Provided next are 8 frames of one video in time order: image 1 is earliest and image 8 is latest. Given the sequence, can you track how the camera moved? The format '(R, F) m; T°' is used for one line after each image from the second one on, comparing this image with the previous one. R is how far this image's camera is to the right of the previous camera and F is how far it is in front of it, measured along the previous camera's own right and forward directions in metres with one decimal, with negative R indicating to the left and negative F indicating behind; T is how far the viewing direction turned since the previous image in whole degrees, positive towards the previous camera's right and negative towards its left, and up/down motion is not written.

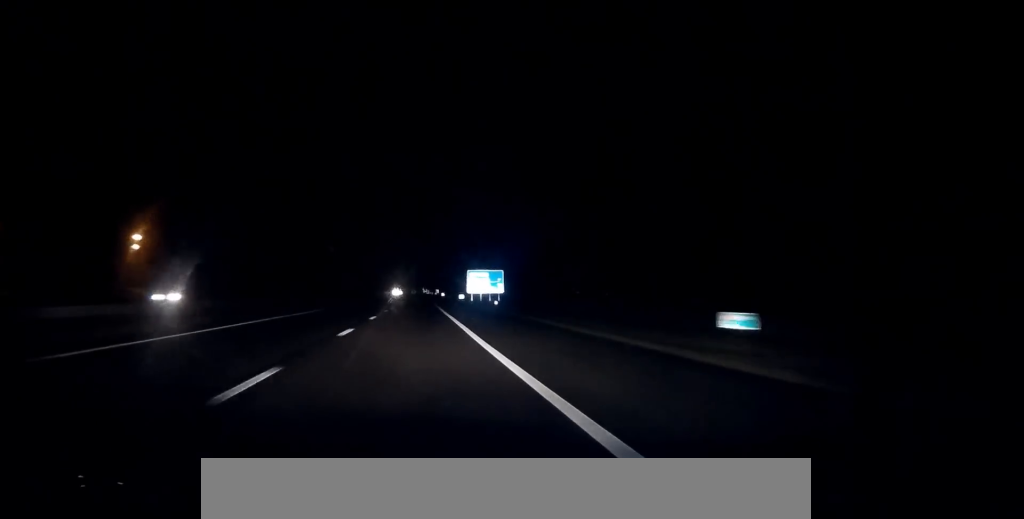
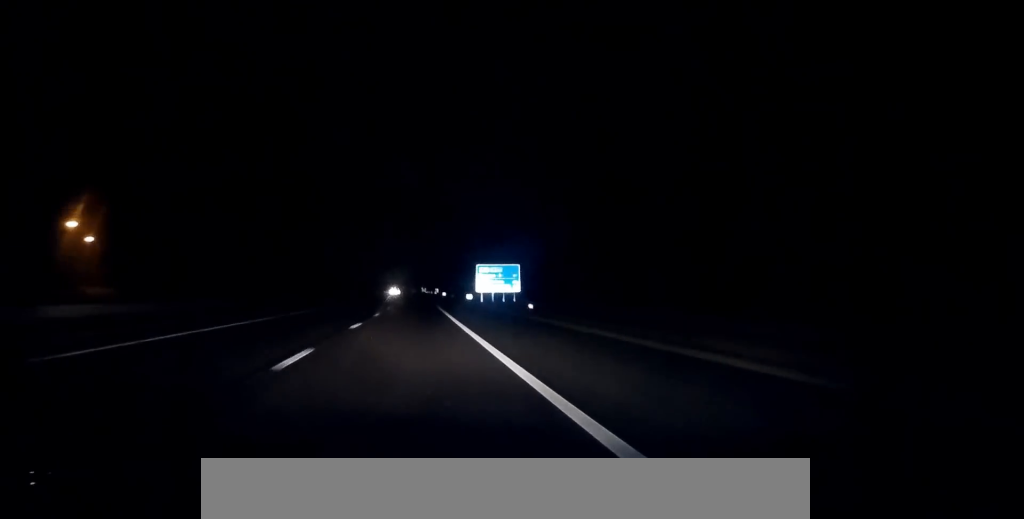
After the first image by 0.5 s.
(0.0, +20.3) m; 0°
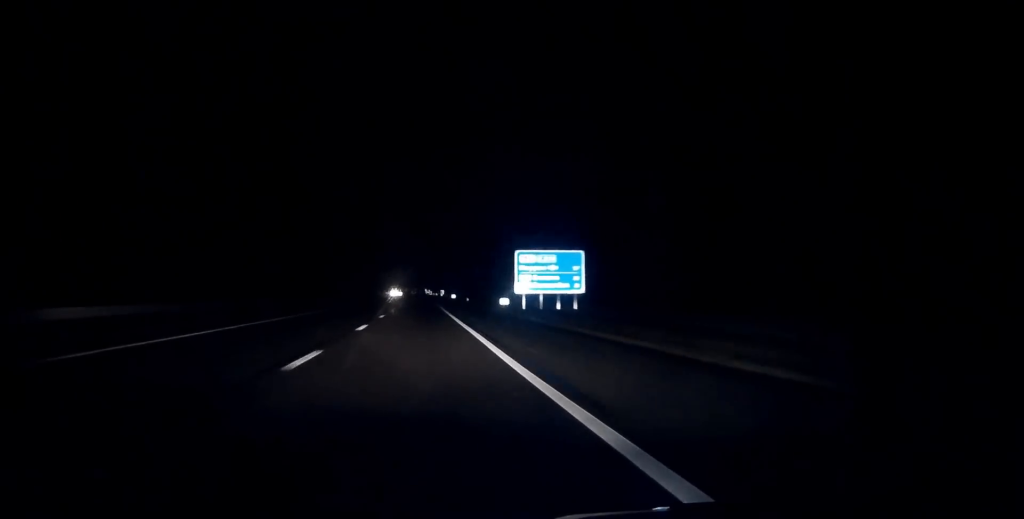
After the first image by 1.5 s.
(-0.1, +35.4) m; 0°
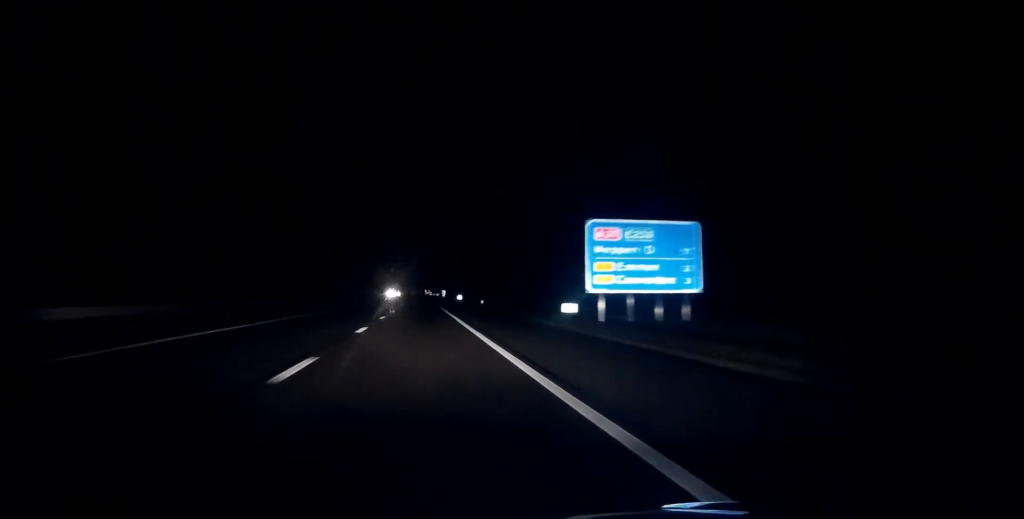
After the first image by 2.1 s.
(+0.1, +25.3) m; 0°
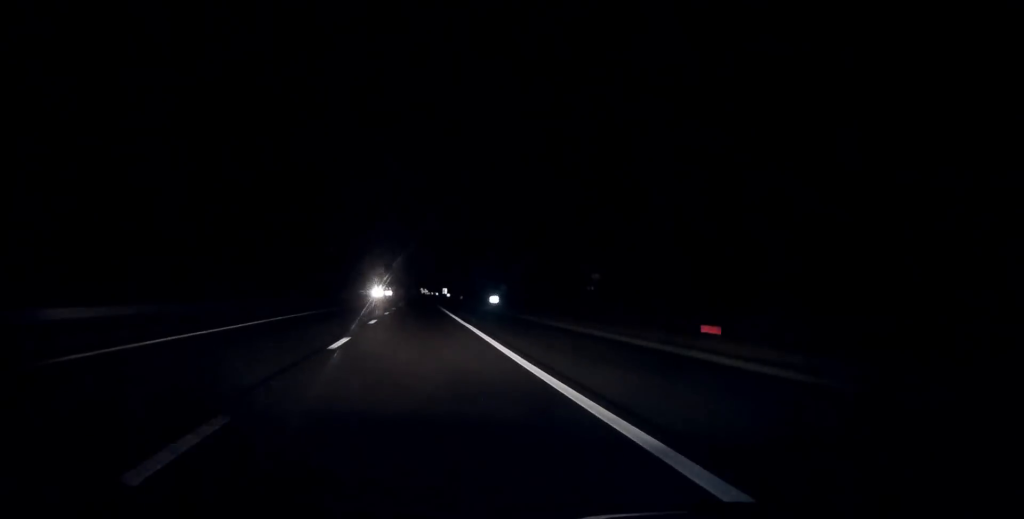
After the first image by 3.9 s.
(+0.2, +65.8) m; 0°
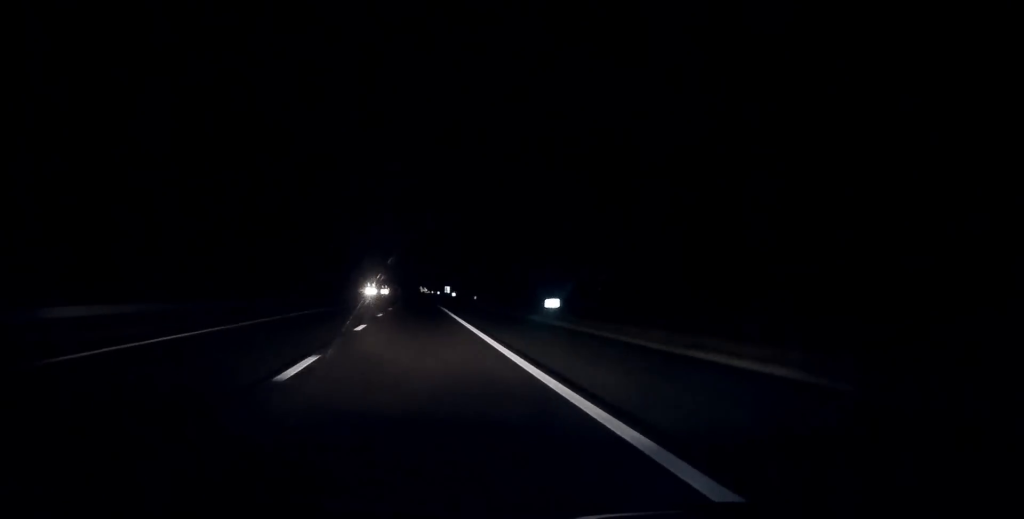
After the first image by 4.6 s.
(0.0, +29.1) m; 0°
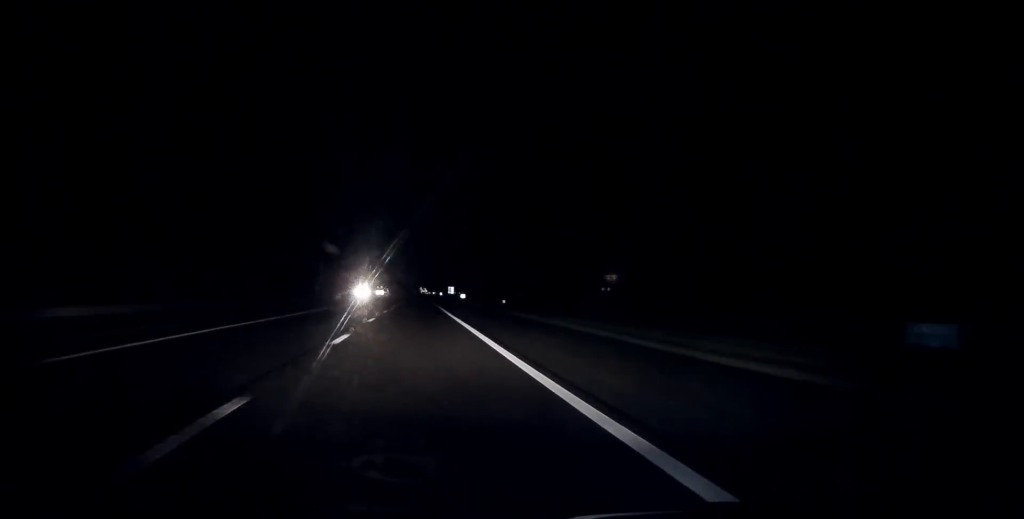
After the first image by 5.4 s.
(-0.1, +29.1) m; 0°
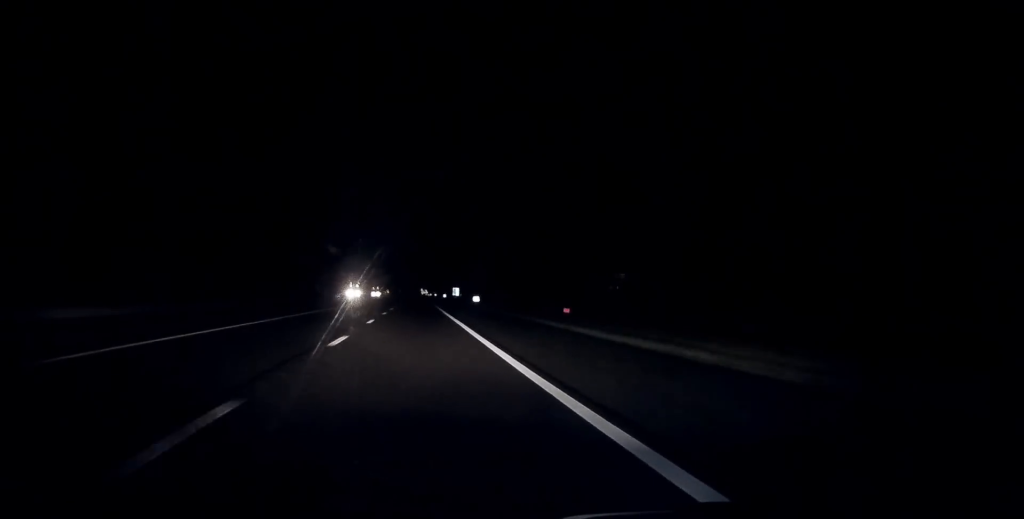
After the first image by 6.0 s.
(+0.1, +24.0) m; 0°
